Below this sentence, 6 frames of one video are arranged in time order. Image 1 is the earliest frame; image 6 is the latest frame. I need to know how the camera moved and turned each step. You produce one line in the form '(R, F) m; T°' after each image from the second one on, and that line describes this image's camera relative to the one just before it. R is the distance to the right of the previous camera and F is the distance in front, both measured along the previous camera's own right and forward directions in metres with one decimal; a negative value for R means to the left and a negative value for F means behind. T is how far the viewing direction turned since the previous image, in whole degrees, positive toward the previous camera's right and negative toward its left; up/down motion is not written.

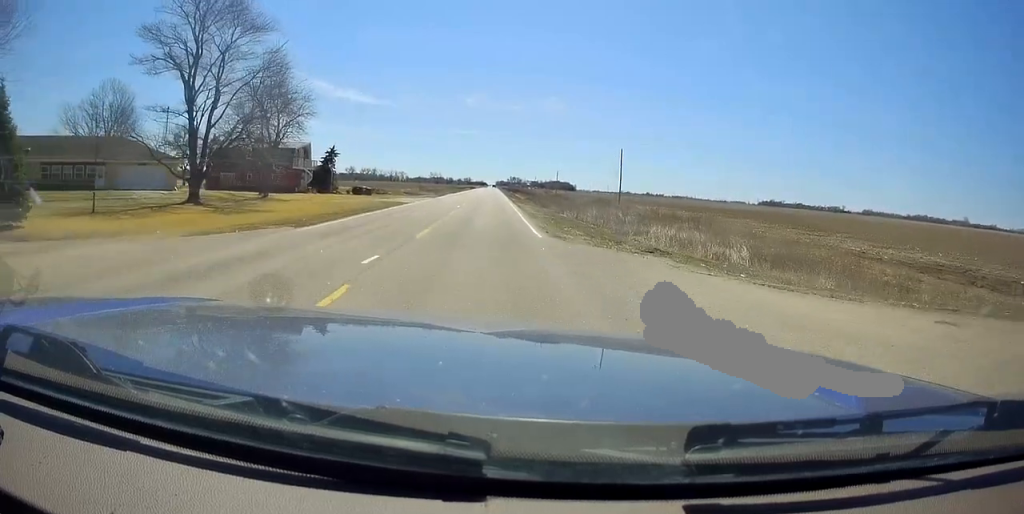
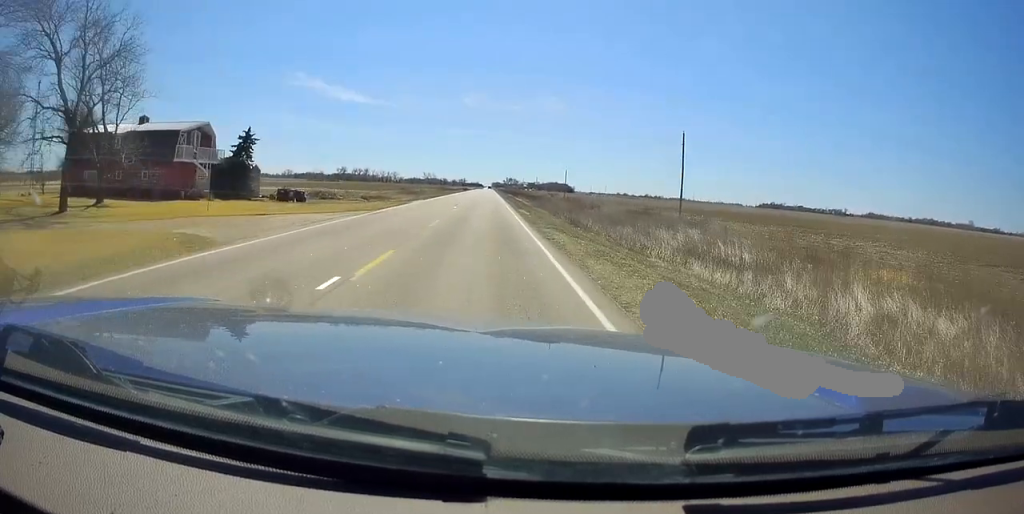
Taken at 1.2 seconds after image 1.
(0.0, +29.6) m; 0°
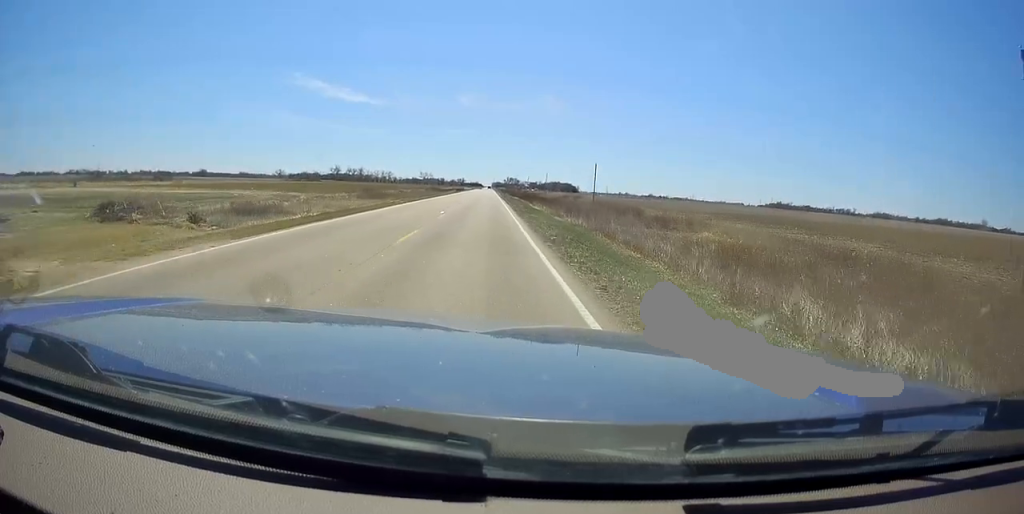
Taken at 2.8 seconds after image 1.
(0.0, +41.1) m; 0°
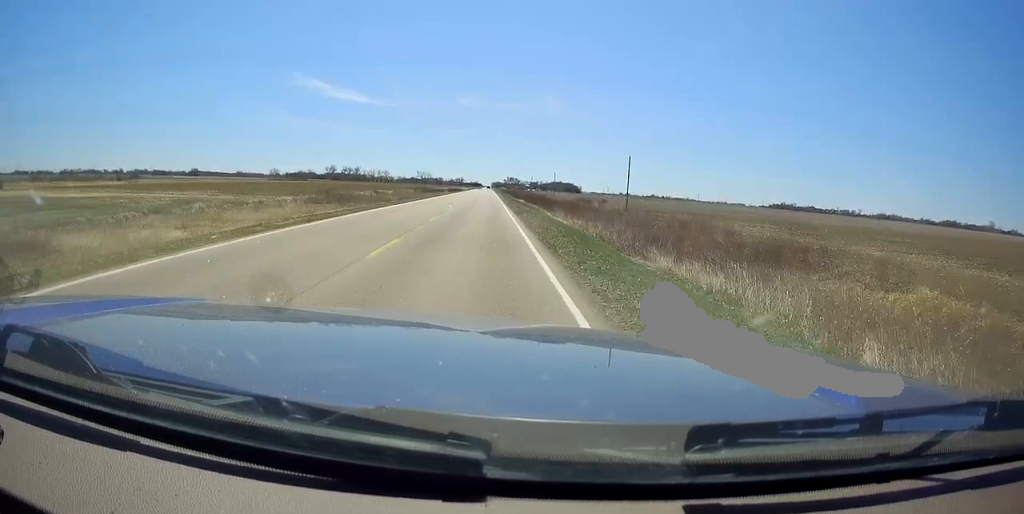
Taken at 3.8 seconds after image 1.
(0.0, +25.4) m; 0°
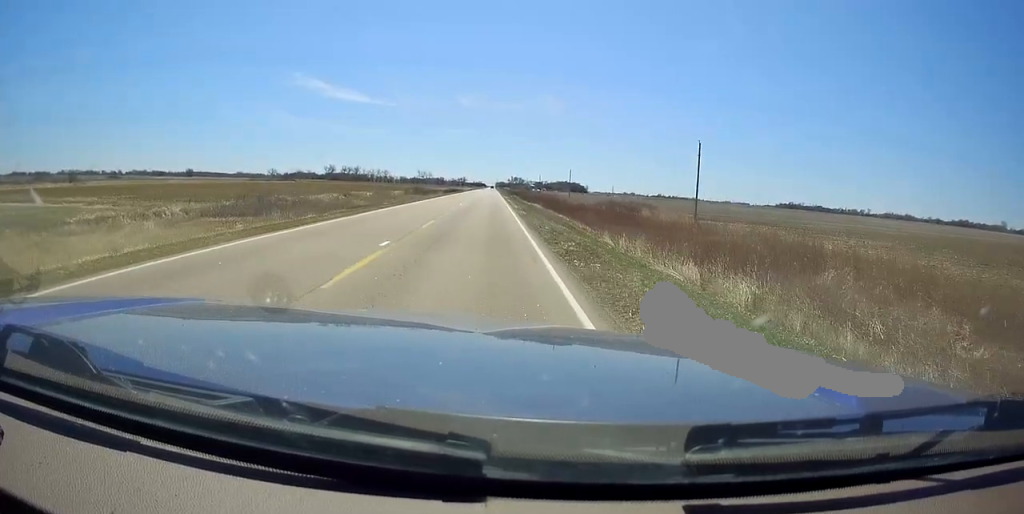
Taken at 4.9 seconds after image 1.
(0.0, +25.2) m; 0°
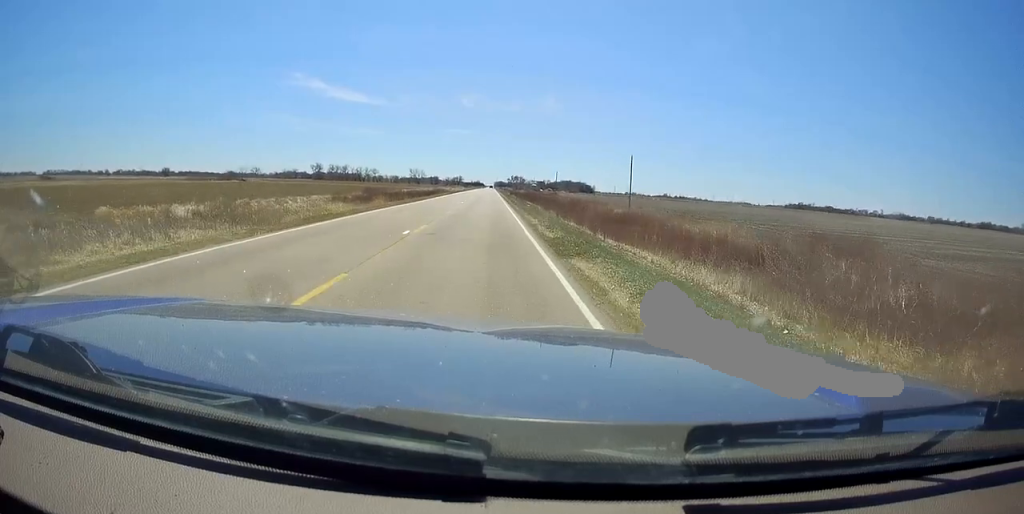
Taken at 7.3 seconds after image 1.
(-0.5, +61.6) m; -1°
